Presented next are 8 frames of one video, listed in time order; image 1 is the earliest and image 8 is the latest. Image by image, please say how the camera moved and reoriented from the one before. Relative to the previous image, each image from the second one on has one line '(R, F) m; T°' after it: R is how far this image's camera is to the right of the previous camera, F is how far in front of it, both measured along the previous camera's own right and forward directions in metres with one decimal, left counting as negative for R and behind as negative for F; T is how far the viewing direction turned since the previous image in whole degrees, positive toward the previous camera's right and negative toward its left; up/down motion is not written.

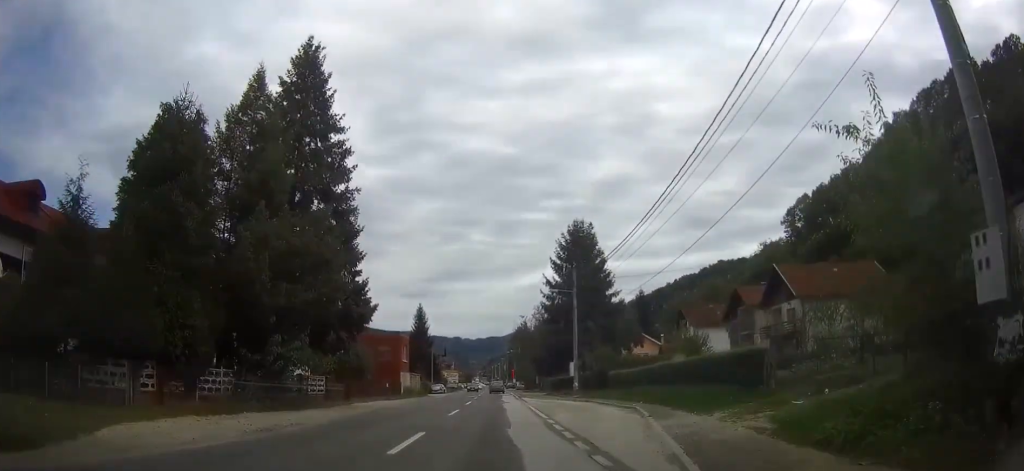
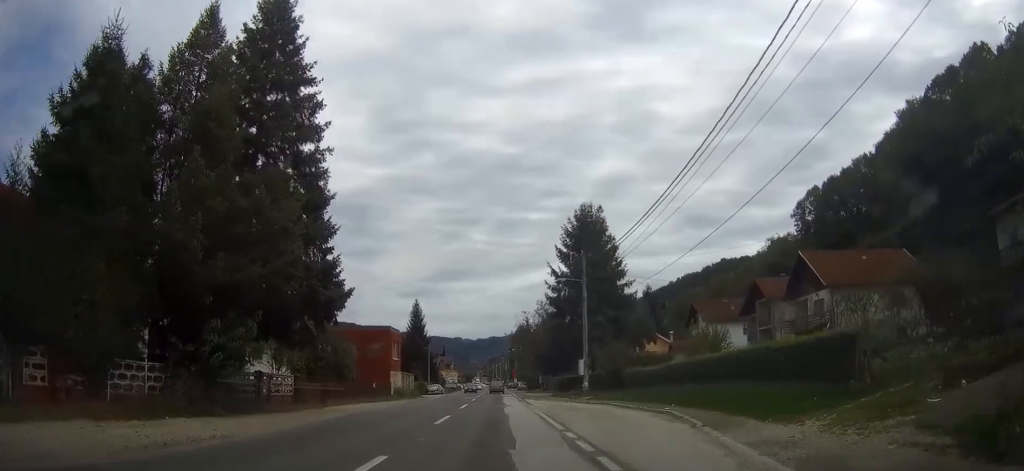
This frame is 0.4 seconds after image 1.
(0.0, +5.8) m; 0°
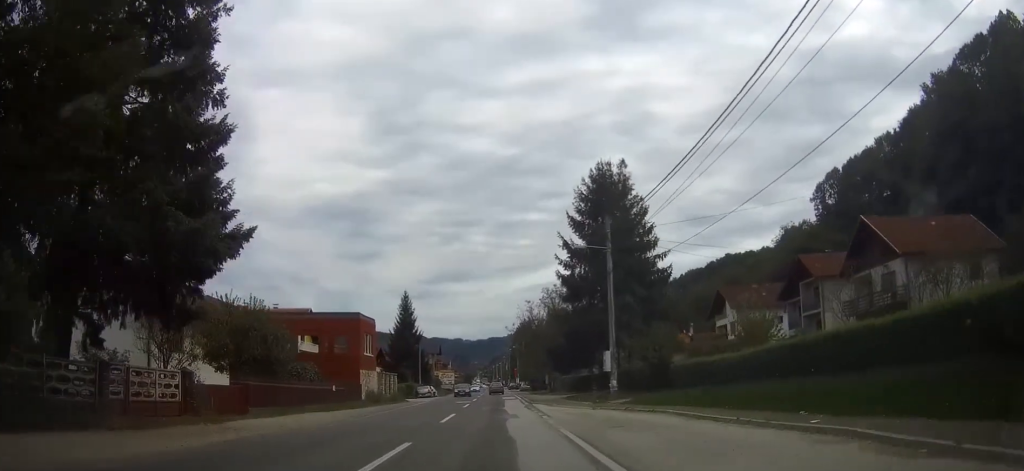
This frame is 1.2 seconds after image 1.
(0.0, +11.6) m; 0°
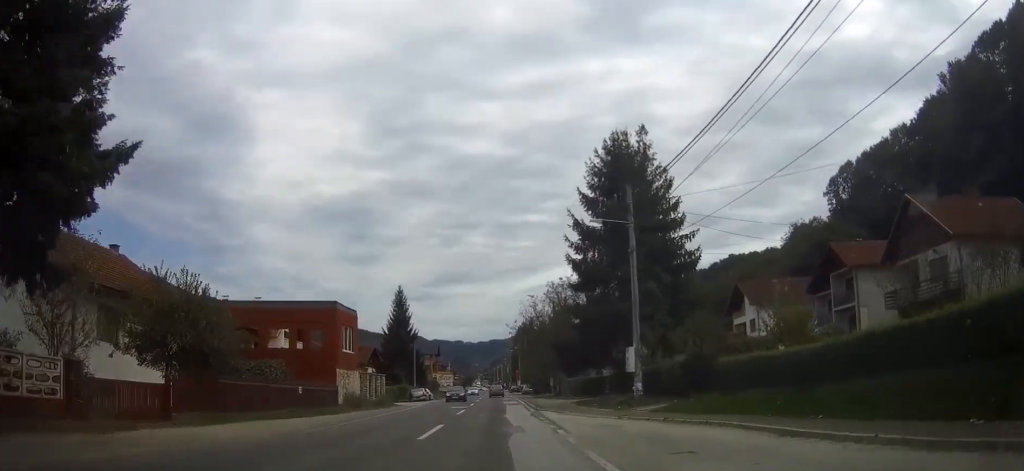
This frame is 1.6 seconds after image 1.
(0.0, +6.3) m; 0°
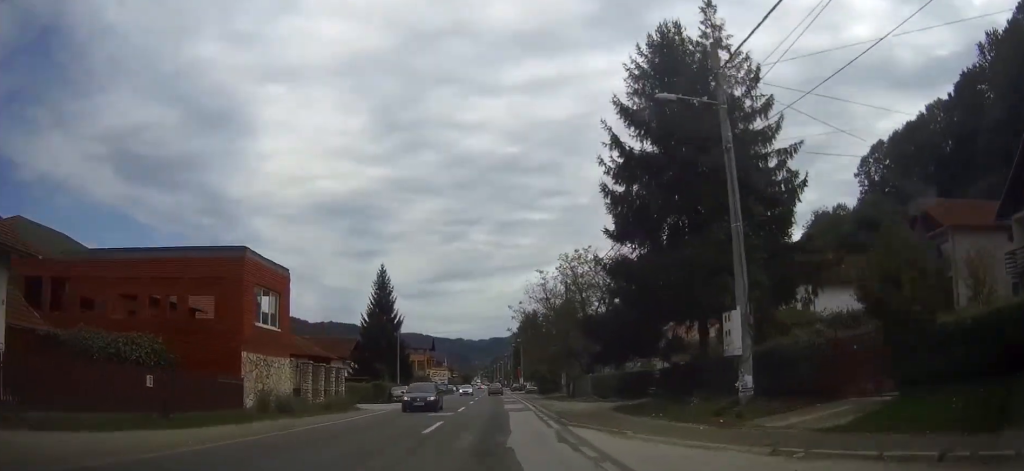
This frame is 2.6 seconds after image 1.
(-0.1, +13.4) m; 0°
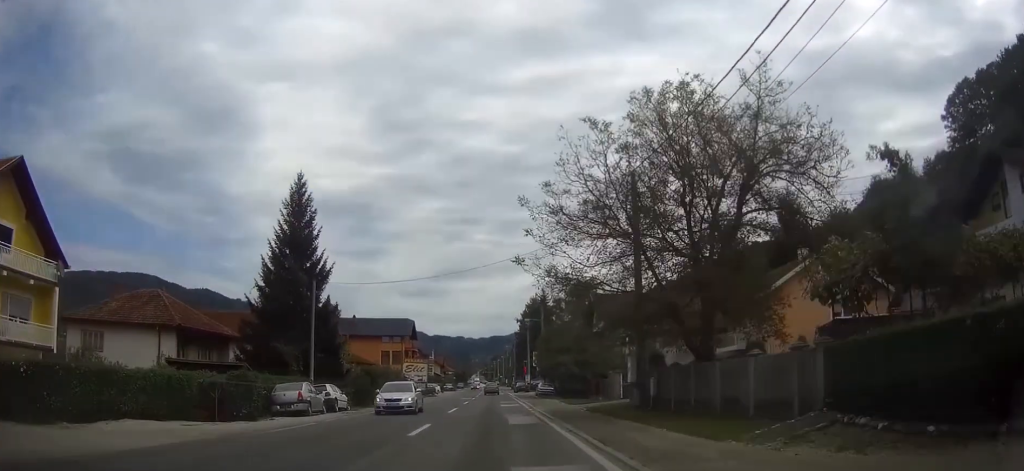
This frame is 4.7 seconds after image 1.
(+0.2, +31.7) m; 0°
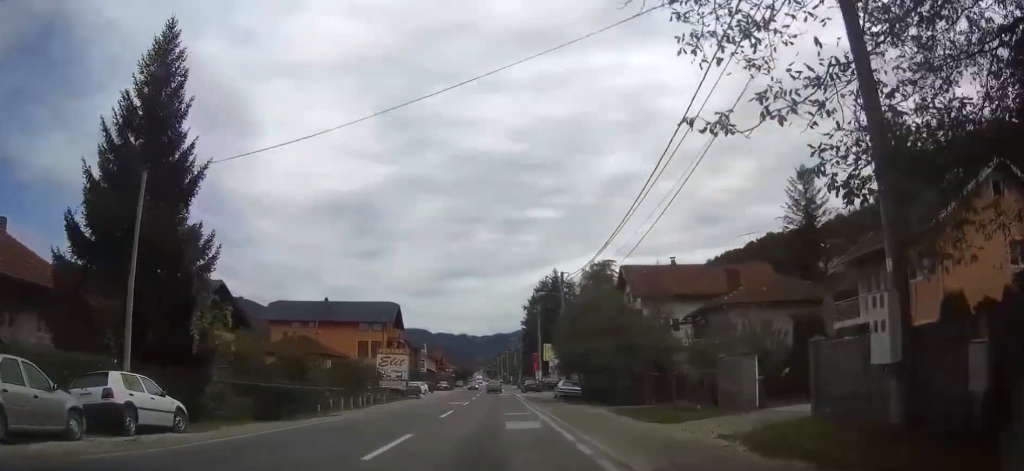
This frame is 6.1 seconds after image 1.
(-0.1, +20.1) m; 0°
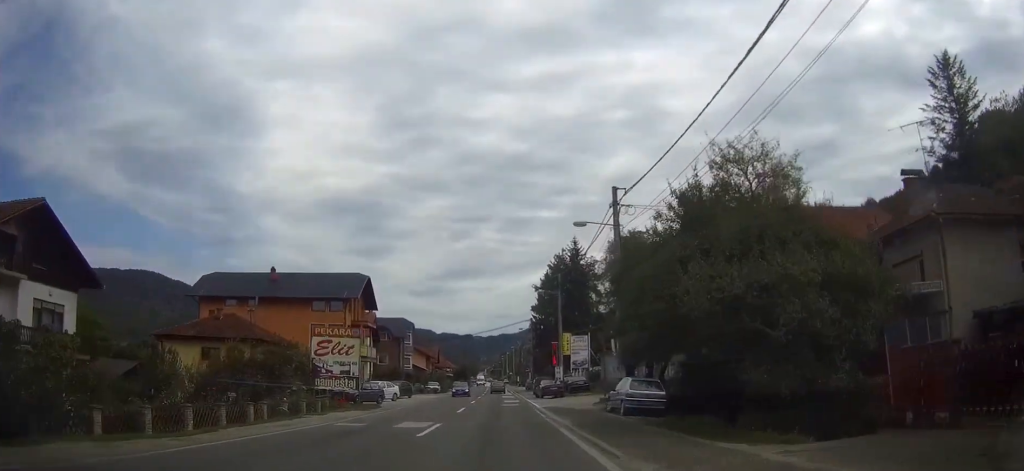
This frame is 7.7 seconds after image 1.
(0.0, +23.5) m; 0°
